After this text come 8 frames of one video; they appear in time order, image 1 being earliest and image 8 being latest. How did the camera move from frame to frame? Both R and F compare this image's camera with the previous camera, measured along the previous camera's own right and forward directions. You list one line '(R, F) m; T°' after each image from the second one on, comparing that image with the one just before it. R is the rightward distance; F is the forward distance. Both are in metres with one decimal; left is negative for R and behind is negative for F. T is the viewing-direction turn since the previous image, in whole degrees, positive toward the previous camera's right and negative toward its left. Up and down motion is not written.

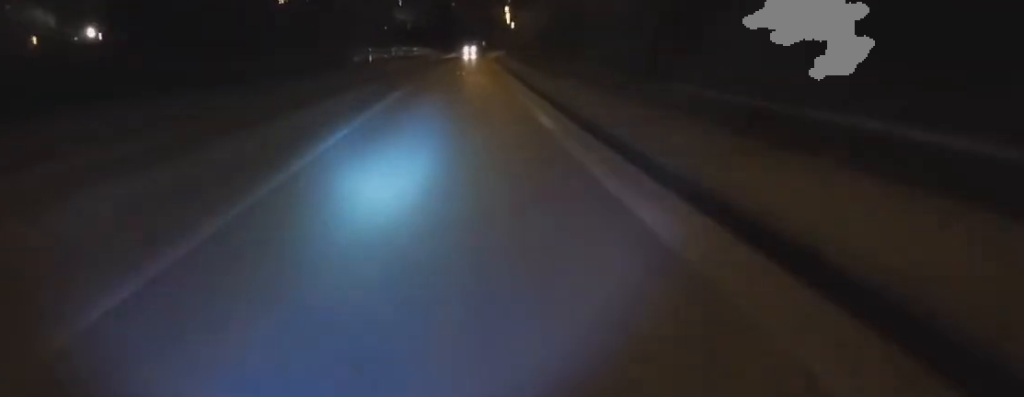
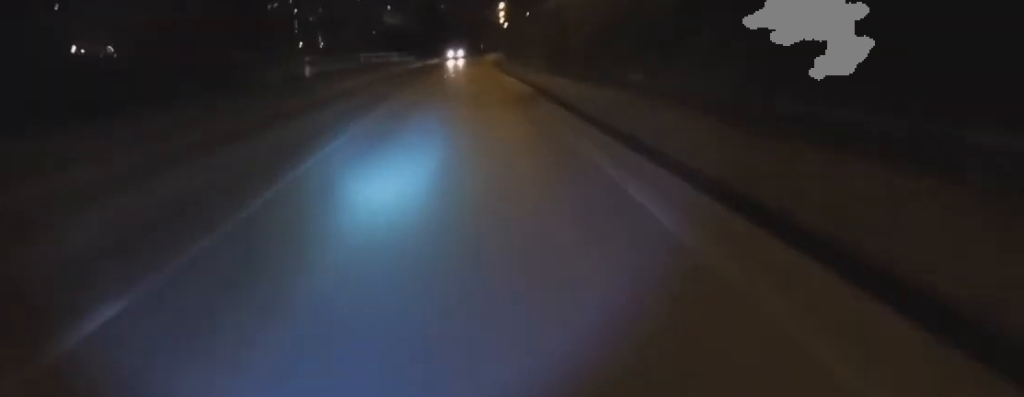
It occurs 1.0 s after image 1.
(+0.4, +12.9) m; +2°
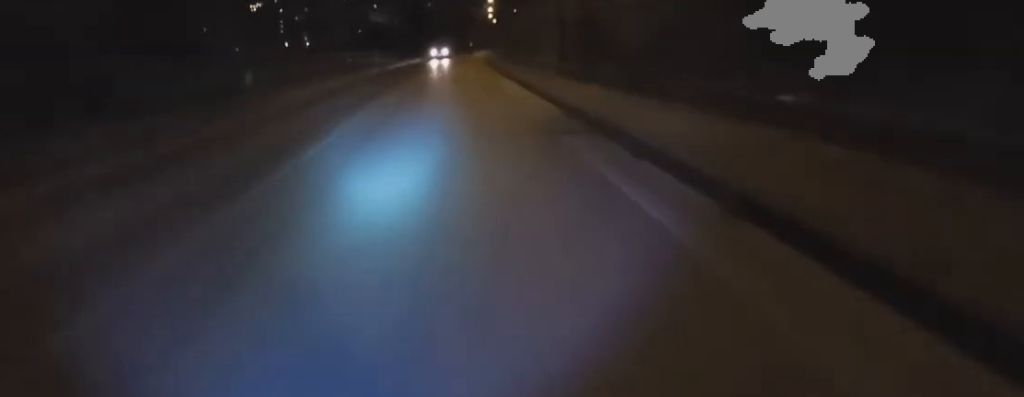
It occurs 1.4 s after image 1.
(+0.3, +5.1) m; 0°
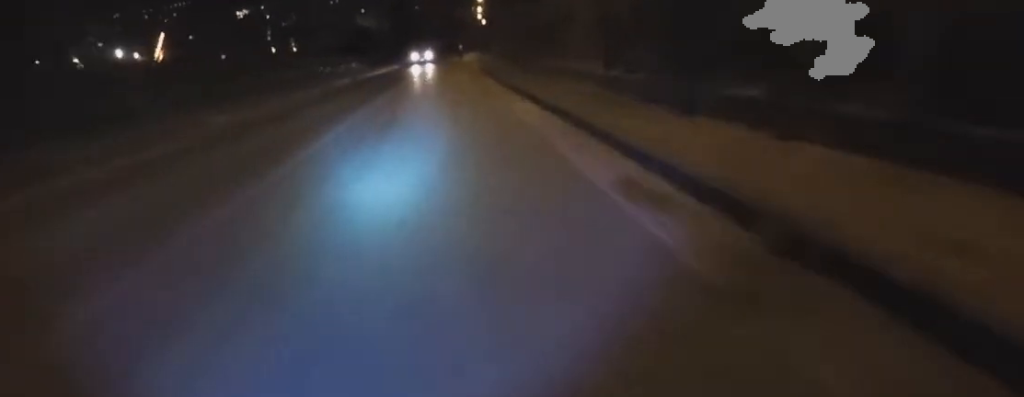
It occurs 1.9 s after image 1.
(0.0, +5.6) m; 0°
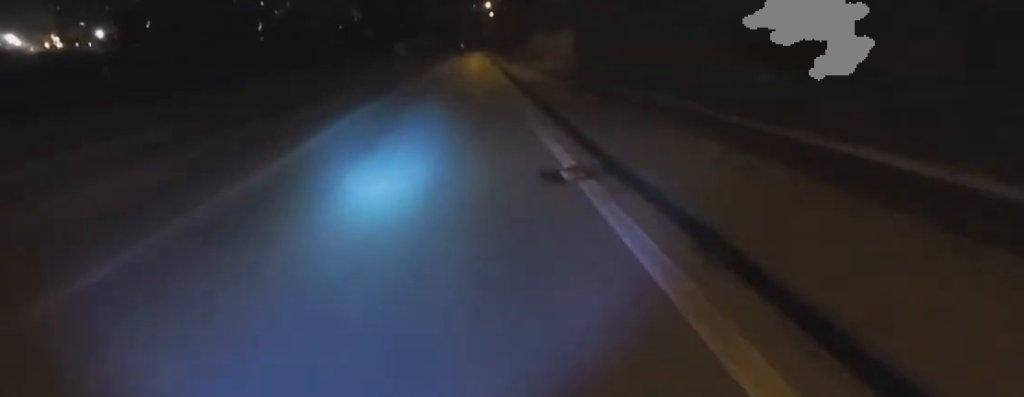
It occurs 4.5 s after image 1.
(-0.5, +34.0) m; 0°
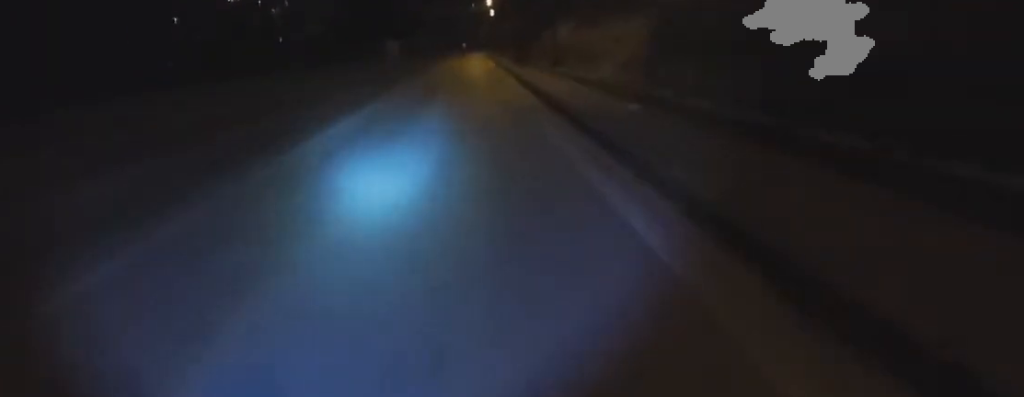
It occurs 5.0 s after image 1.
(+0.2, +6.7) m; 0°
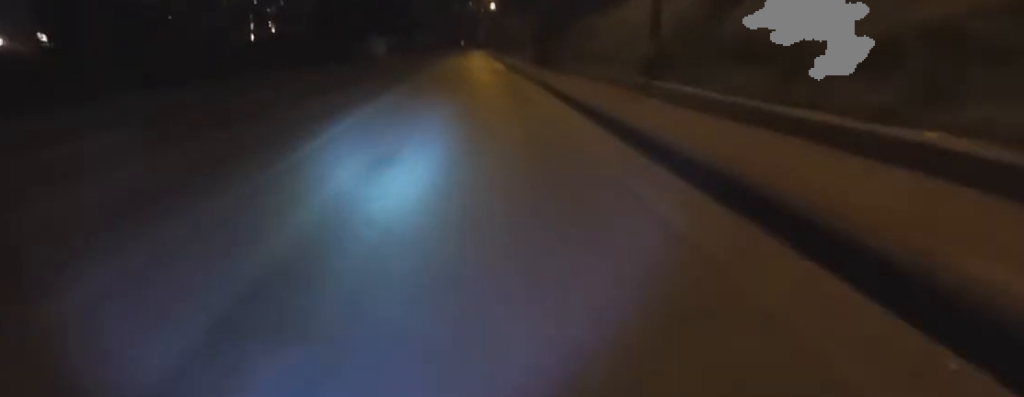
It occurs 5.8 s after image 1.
(+0.3, +9.8) m; 0°
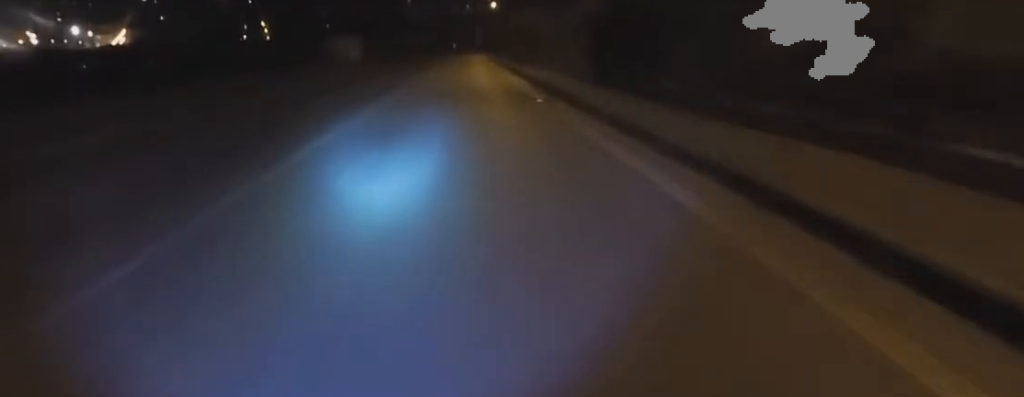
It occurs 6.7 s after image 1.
(-0.6, +11.7) m; 0°
